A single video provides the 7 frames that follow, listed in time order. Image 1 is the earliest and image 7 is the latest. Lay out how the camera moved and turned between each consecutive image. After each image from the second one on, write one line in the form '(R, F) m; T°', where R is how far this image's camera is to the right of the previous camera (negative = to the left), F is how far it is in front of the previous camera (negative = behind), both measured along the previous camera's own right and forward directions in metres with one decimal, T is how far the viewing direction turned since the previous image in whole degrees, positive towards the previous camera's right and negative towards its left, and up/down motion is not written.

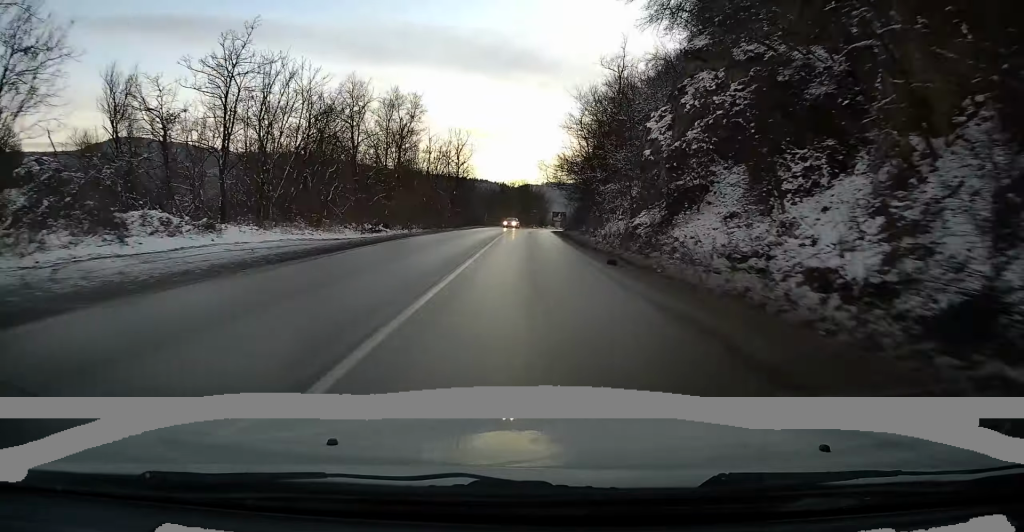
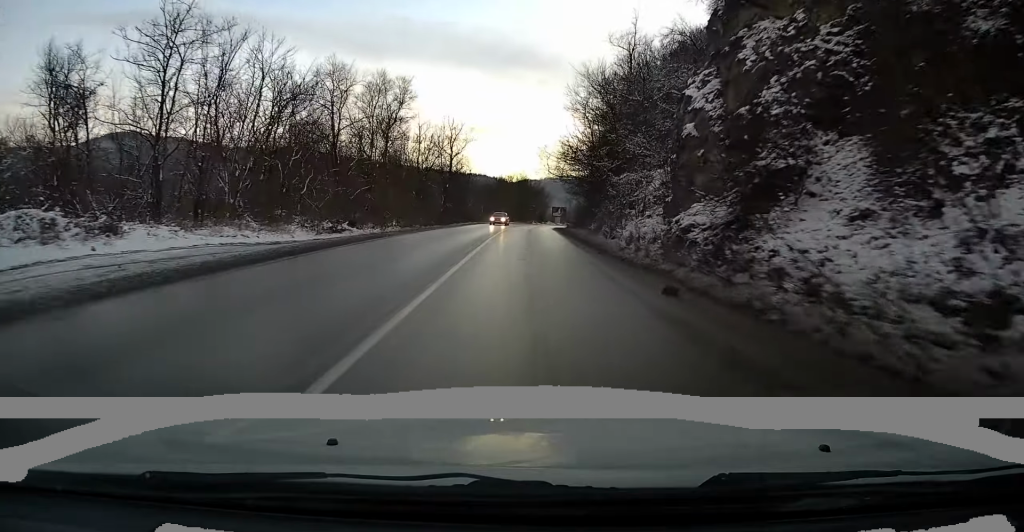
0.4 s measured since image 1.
(0.0, +6.8) m; 0°
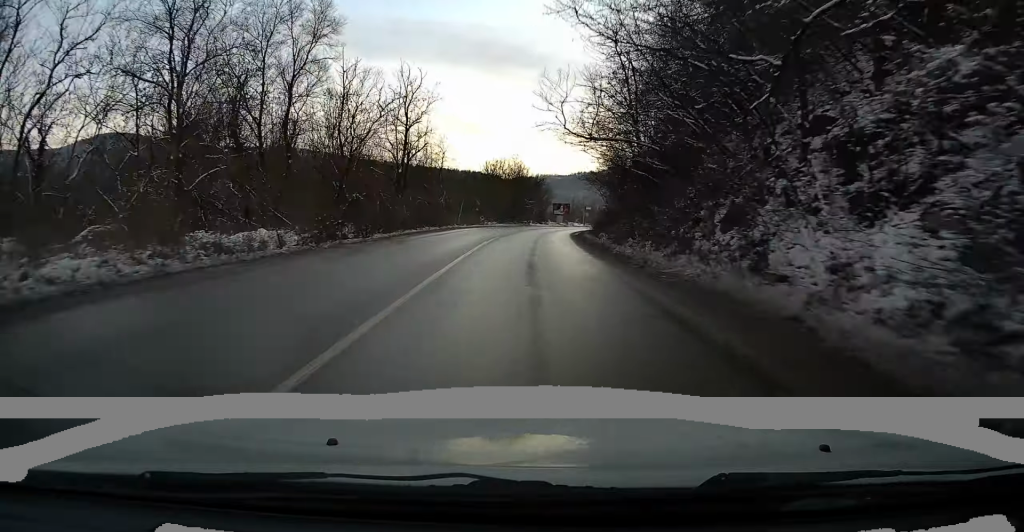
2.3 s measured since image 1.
(+0.3, +29.0) m; 0°
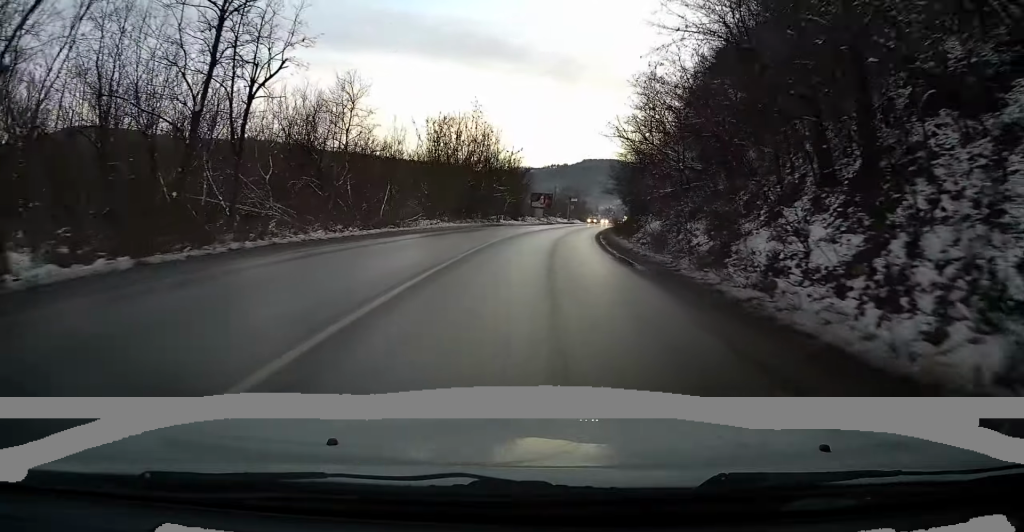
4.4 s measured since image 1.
(-0.2, +32.5) m; +1°
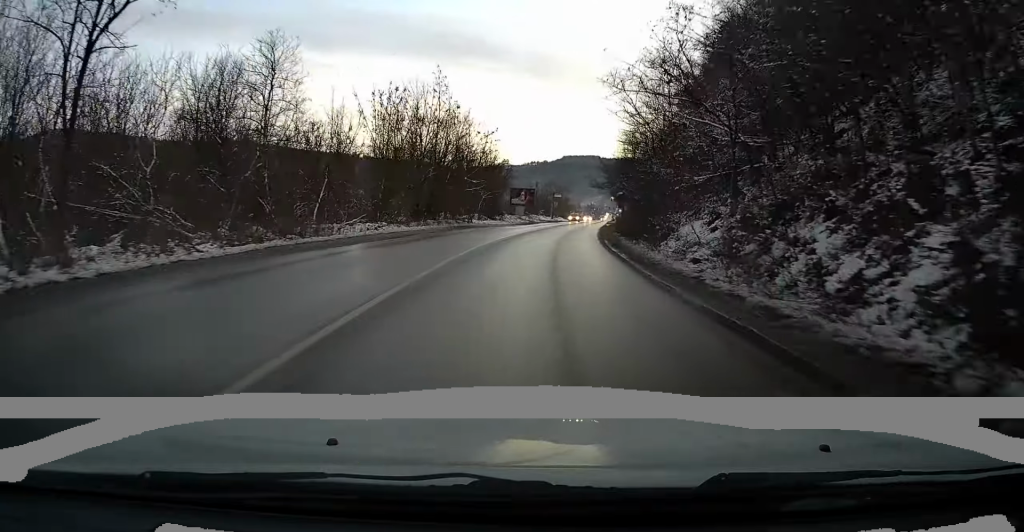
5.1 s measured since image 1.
(+0.2, +11.4) m; +2°
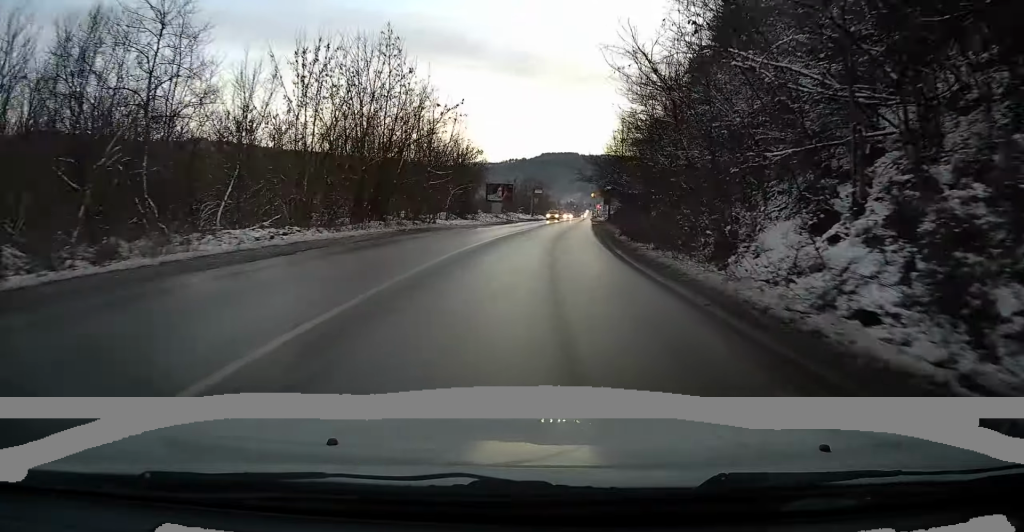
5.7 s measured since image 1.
(+0.2, +9.7) m; +2°
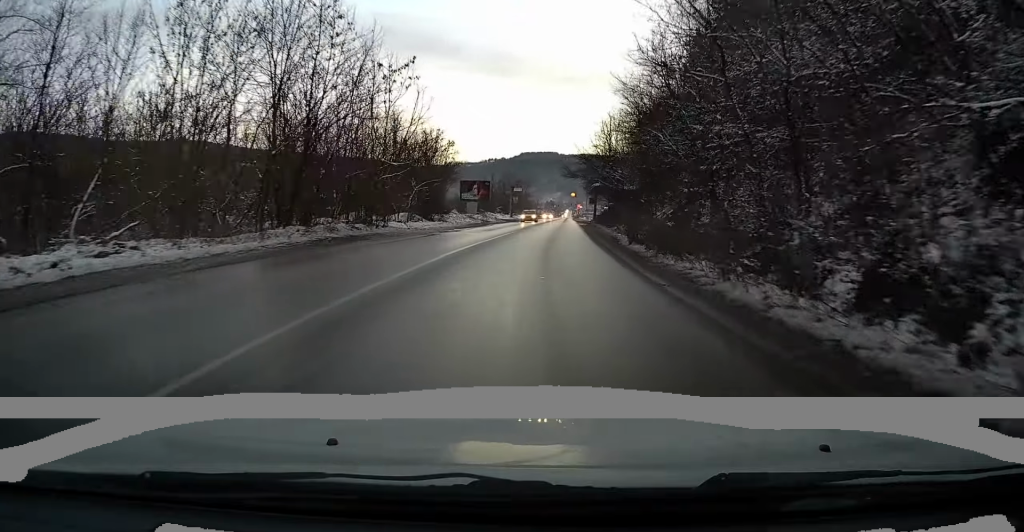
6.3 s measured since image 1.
(+0.2, +8.5) m; +2°
